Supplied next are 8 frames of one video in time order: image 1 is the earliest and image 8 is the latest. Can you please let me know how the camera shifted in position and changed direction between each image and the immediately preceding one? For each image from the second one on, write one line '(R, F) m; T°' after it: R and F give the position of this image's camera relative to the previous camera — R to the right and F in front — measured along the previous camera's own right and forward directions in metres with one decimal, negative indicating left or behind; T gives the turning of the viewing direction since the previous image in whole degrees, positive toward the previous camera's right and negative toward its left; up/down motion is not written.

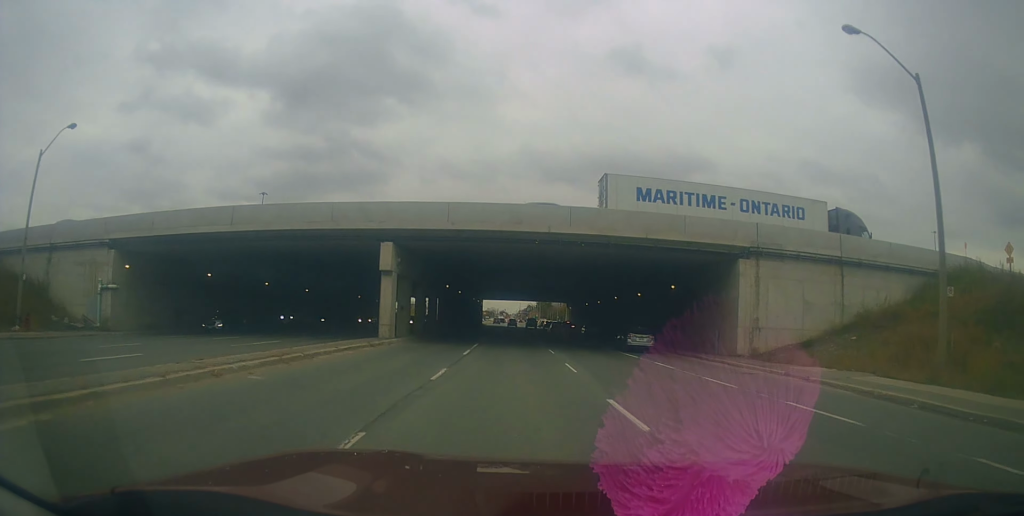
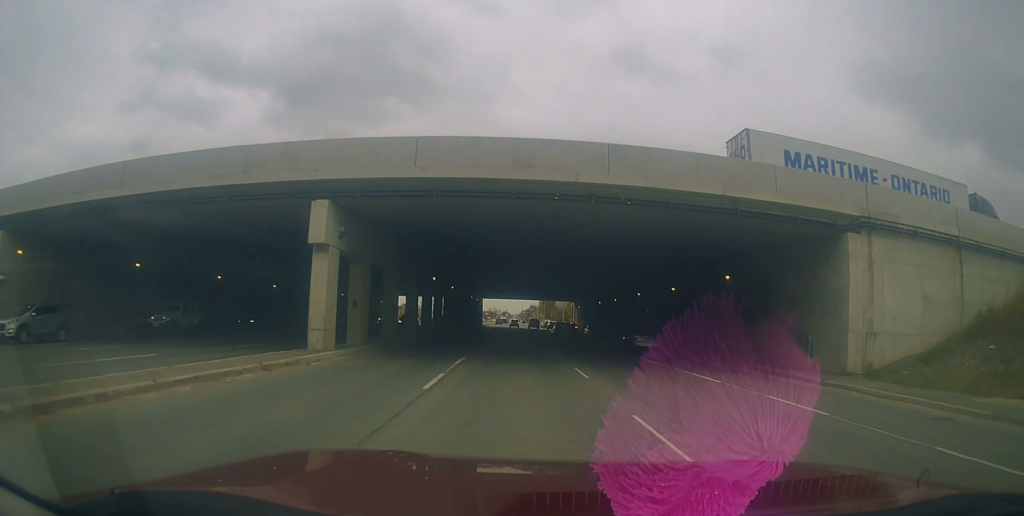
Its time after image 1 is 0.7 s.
(-0.1, +10.7) m; -2°
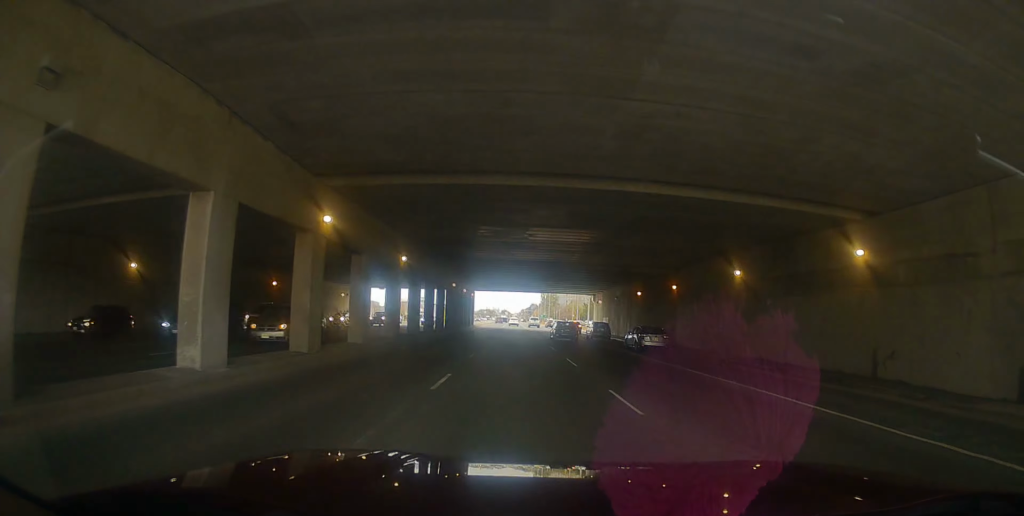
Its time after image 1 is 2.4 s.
(-0.7, +23.7) m; -3°
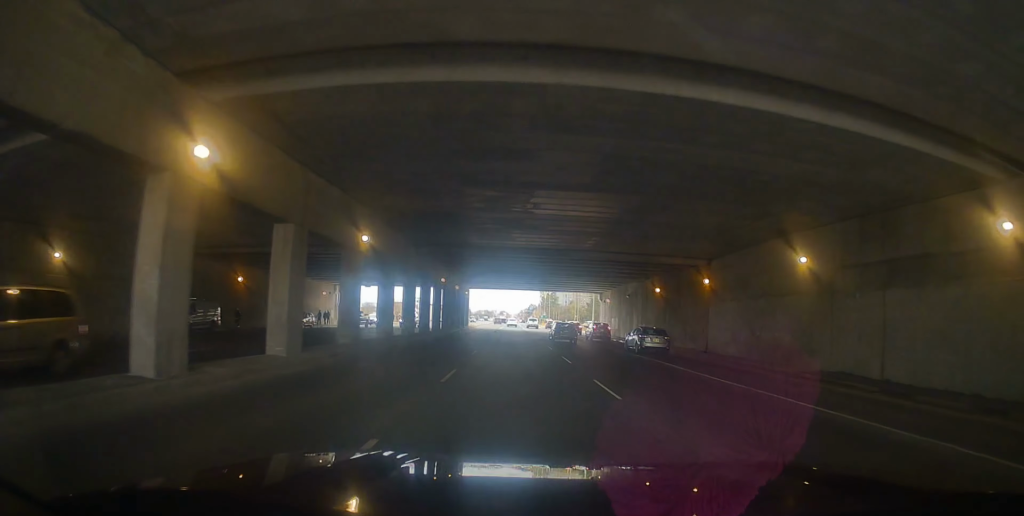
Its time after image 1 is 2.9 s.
(+0.1, +7.1) m; -1°
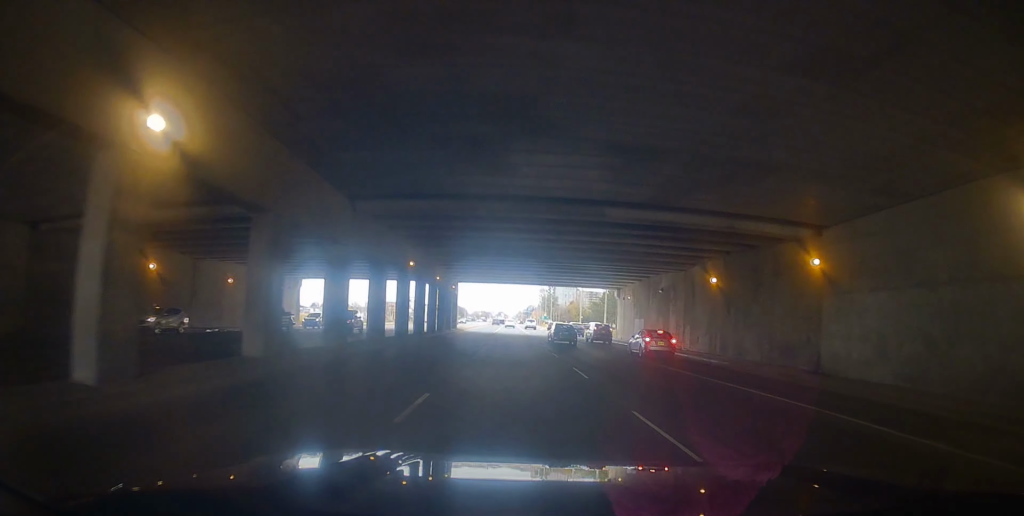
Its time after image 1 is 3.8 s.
(-0.5, +12.1) m; -2°
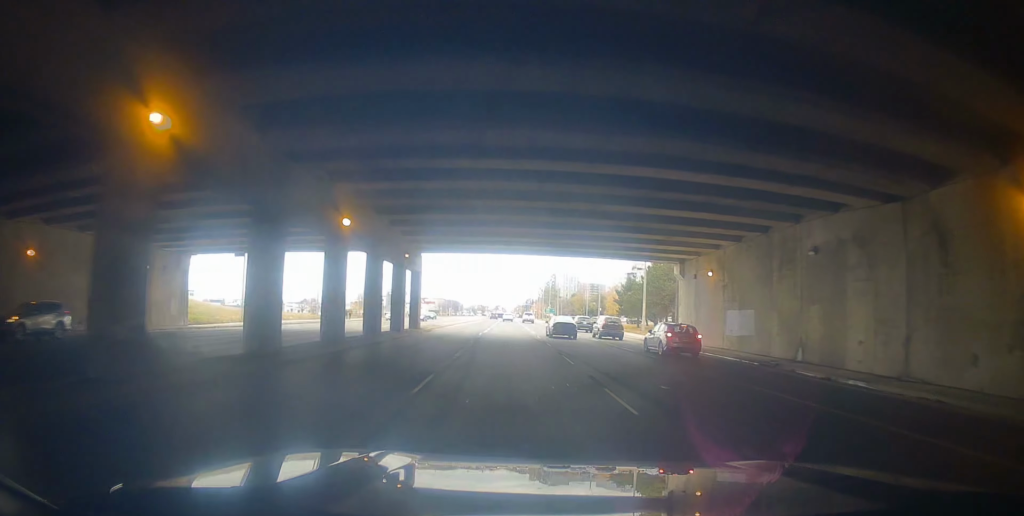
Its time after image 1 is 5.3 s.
(+0.3, +21.5) m; +3°
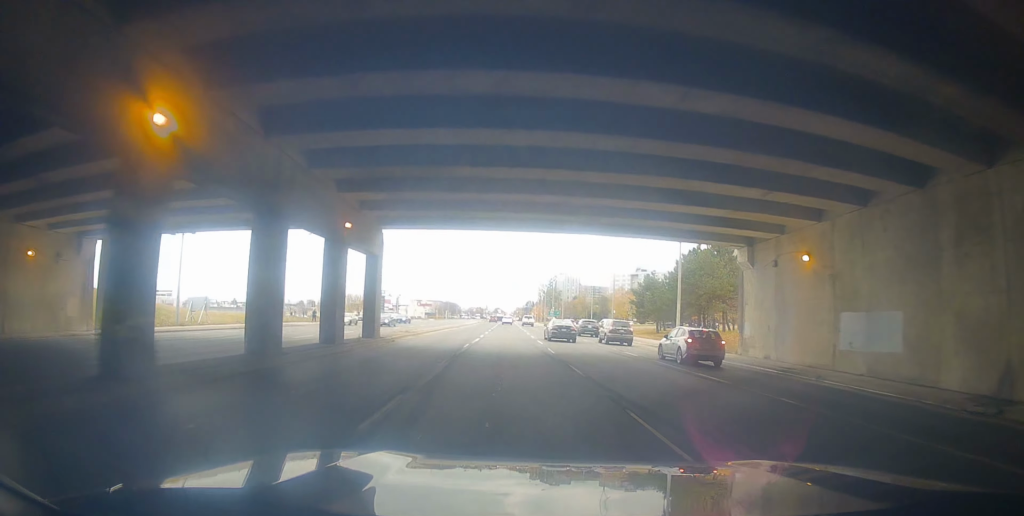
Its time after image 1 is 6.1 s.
(+0.1, +11.6) m; +3°
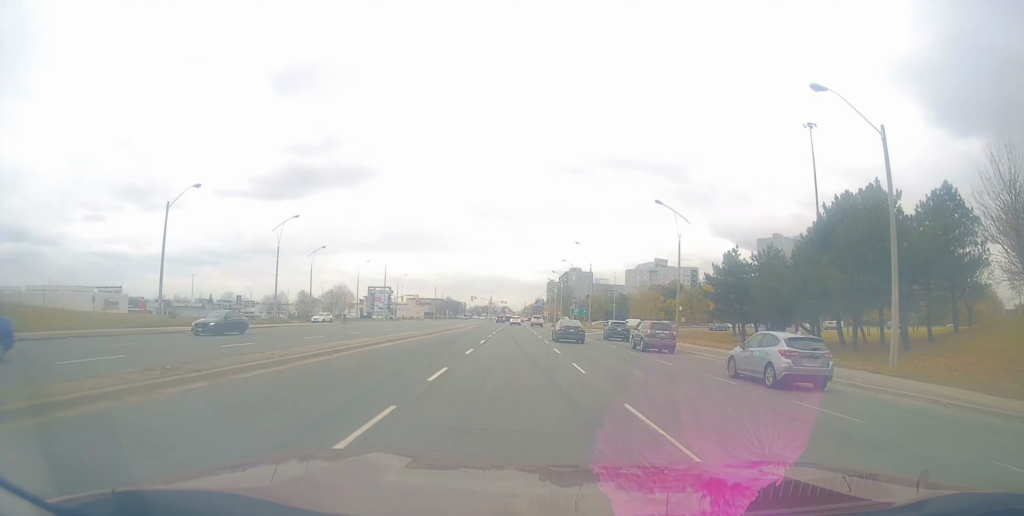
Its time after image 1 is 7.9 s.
(+1.2, +28.3) m; +3°
